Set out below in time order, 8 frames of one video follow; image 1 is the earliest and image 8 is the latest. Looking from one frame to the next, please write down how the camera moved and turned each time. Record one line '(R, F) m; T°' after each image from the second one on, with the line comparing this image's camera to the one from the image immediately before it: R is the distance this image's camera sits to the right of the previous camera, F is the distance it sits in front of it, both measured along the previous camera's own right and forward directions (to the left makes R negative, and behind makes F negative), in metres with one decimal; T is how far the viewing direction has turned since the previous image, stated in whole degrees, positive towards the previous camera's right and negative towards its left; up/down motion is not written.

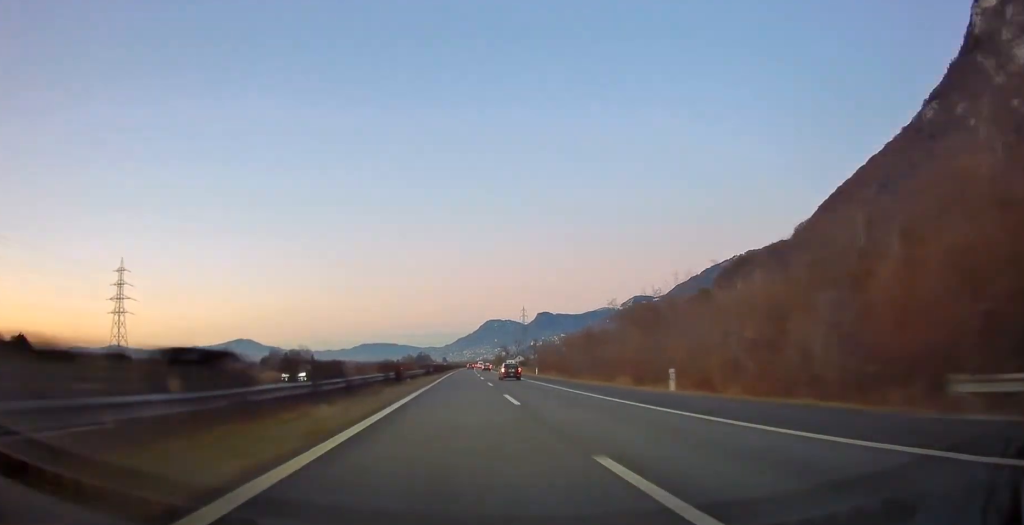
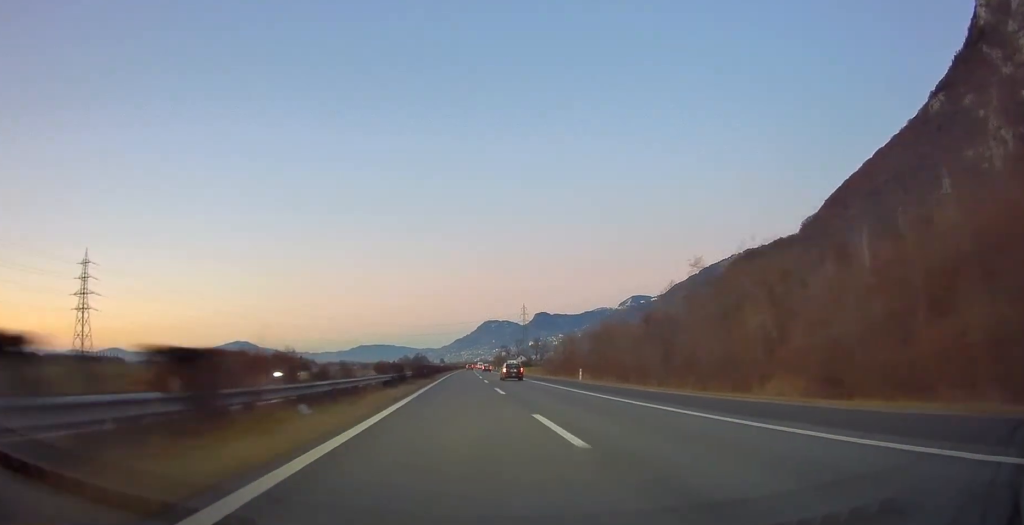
(0.0, +29.3) m; 0°
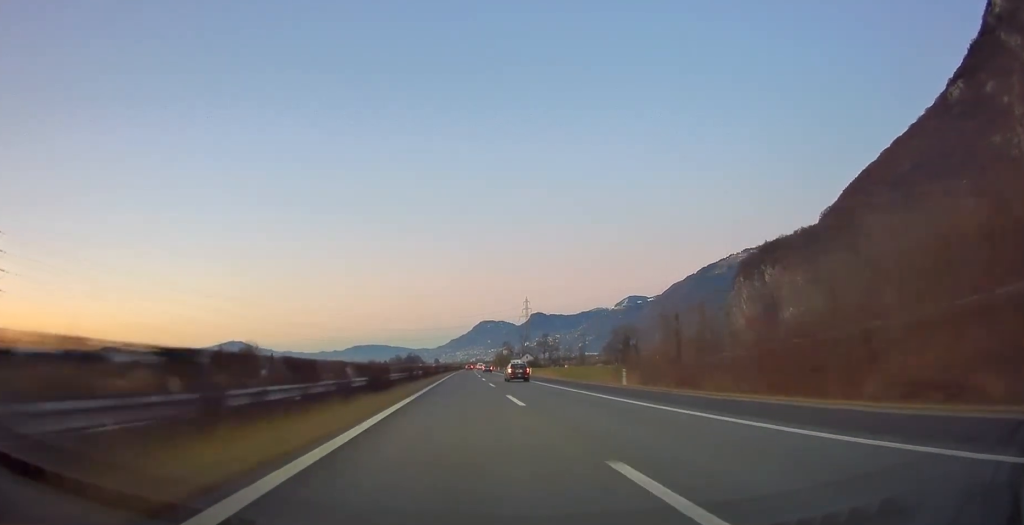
(+0.4, +61.7) m; 0°
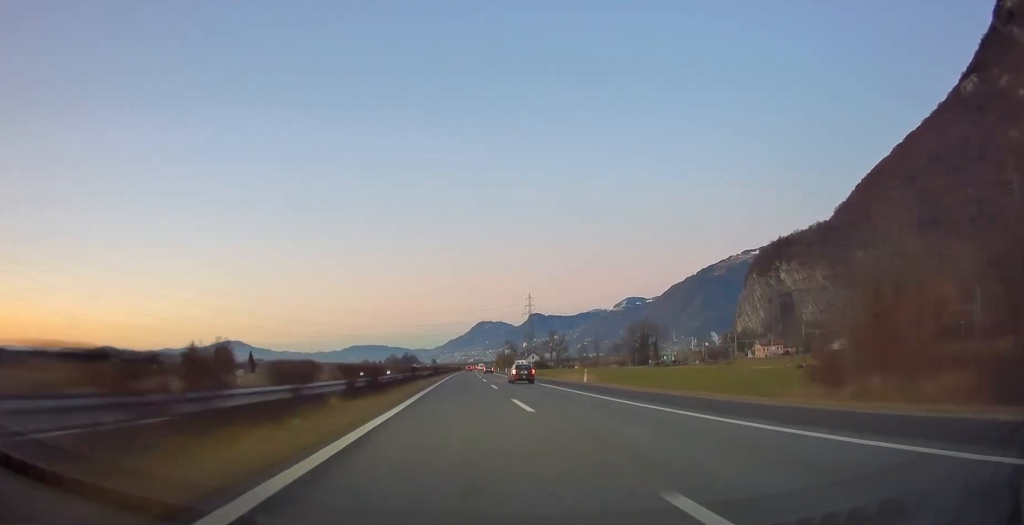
(+0.1, +38.2) m; 0°
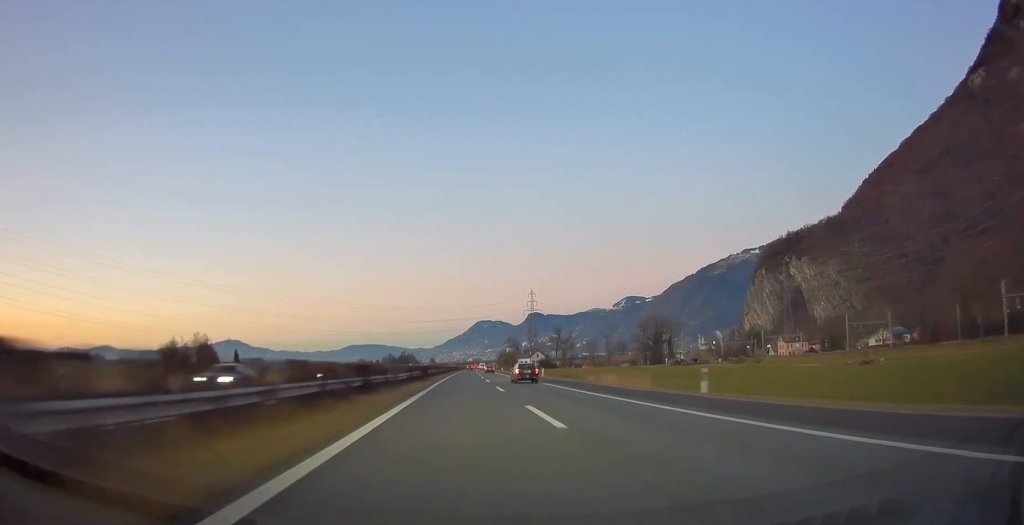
(+0.2, +23.7) m; 0°
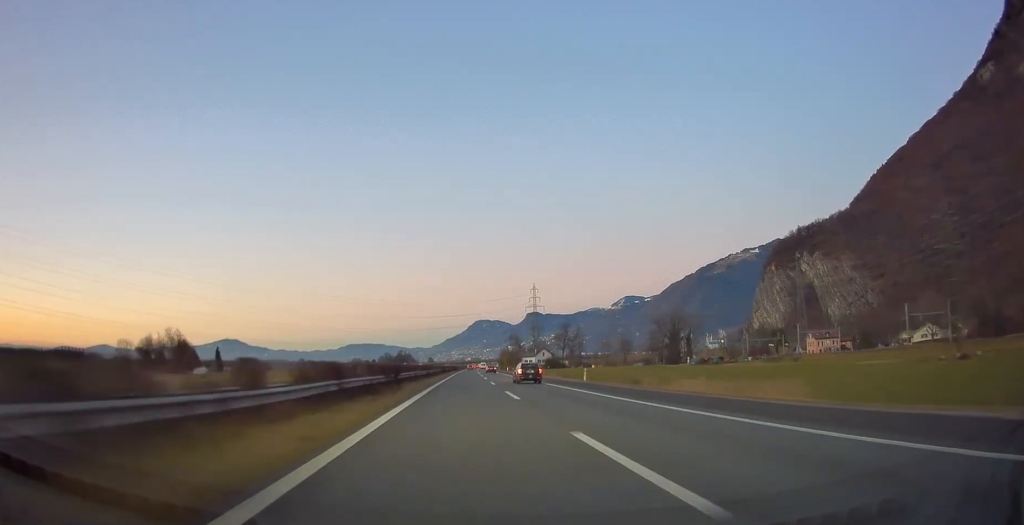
(0.0, +26.0) m; 0°
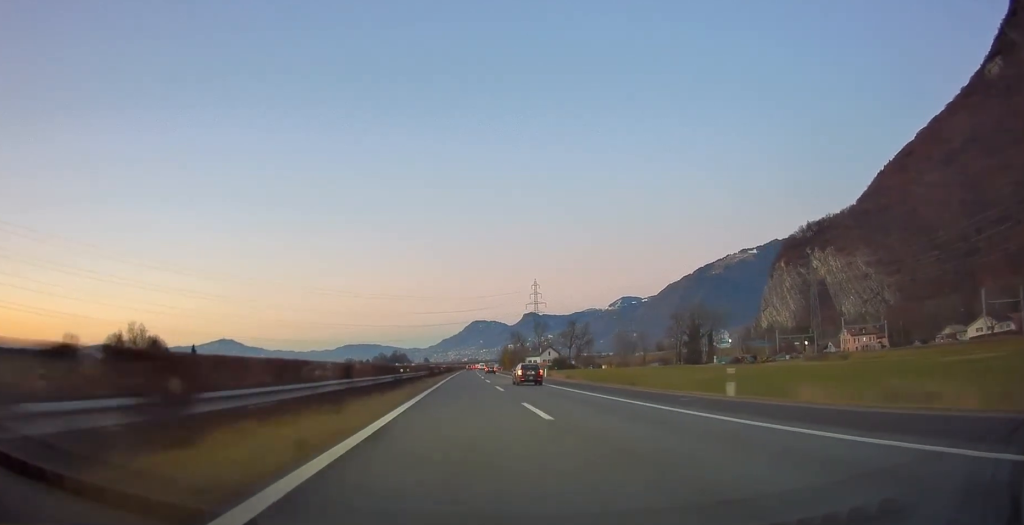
(0.0, +25.9) m; 0°
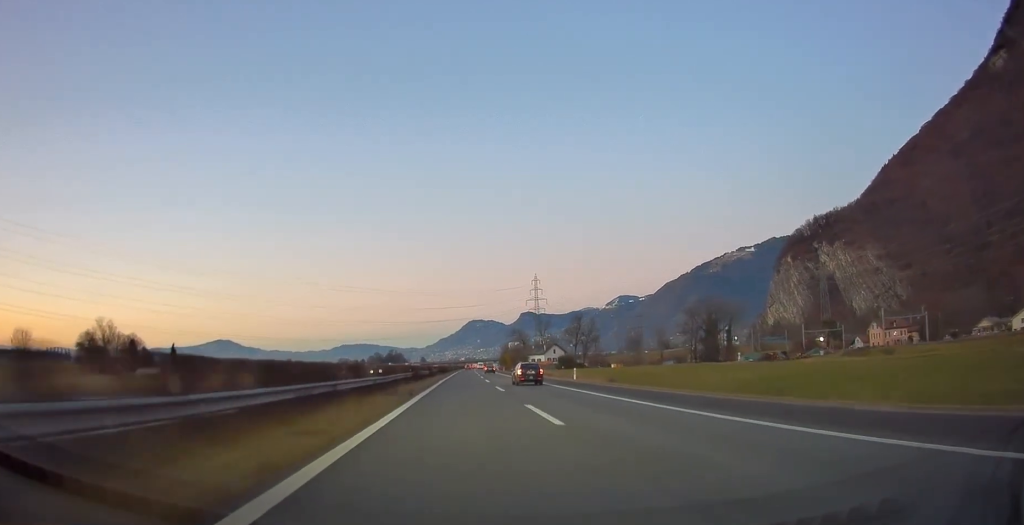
(0.0, +20.3) m; 0°
